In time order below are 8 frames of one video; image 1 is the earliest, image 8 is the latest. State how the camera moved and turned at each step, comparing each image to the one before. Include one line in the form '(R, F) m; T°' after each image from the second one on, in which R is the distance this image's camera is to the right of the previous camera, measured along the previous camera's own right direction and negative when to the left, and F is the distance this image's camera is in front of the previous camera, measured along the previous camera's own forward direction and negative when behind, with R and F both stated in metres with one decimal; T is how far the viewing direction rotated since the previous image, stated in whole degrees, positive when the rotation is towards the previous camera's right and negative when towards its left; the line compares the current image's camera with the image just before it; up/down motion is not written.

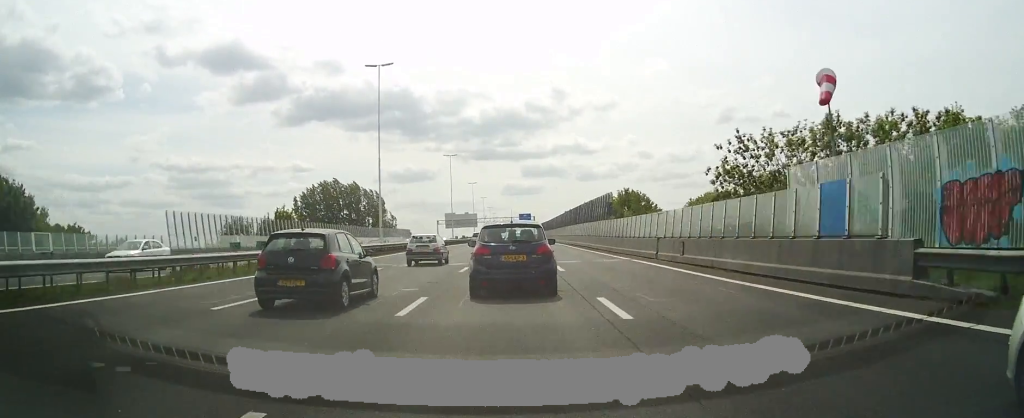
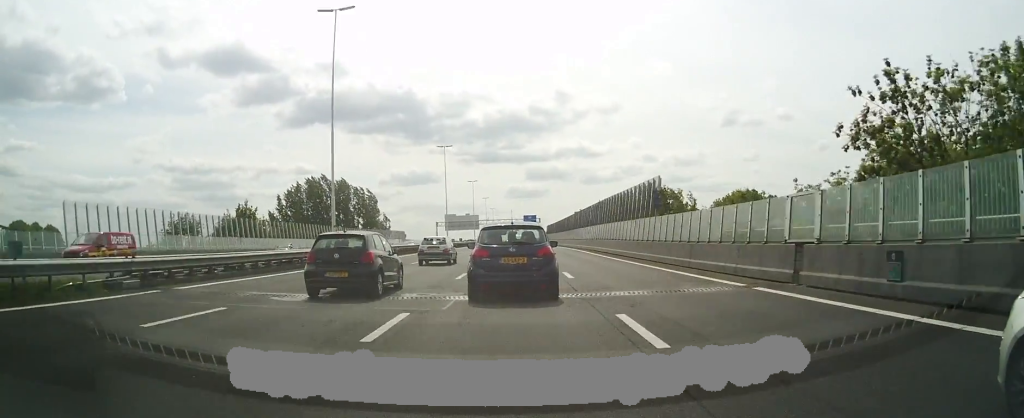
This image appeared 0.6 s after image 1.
(+0.1, +15.1) m; 0°
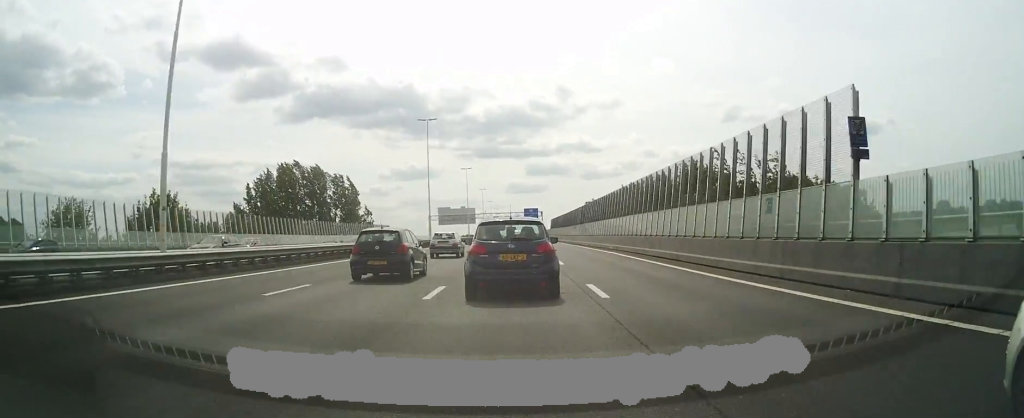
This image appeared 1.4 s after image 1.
(0.0, +19.7) m; -1°
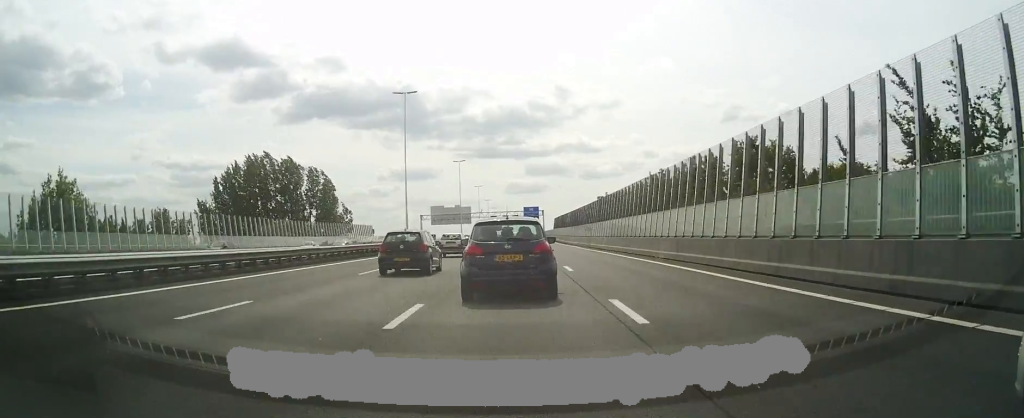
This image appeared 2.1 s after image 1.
(-0.2, +16.0) m; 0°
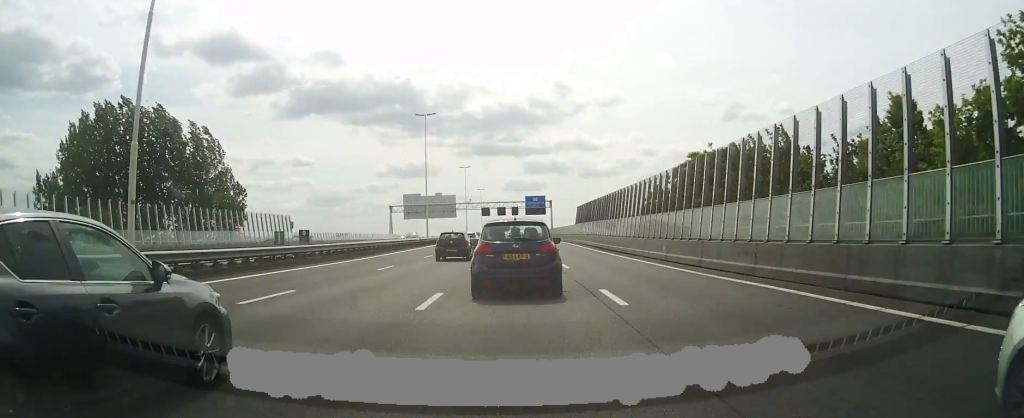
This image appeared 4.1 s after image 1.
(+0.1, +47.0) m; 0°
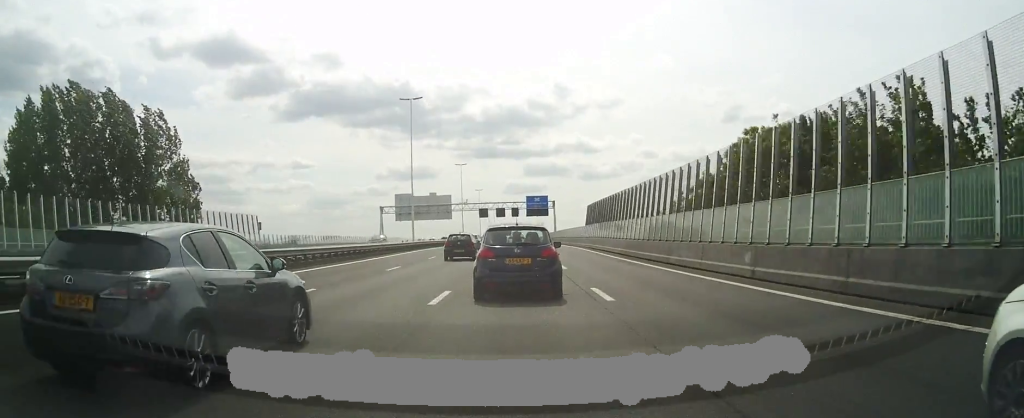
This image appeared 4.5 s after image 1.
(-0.1, +10.8) m; 0°
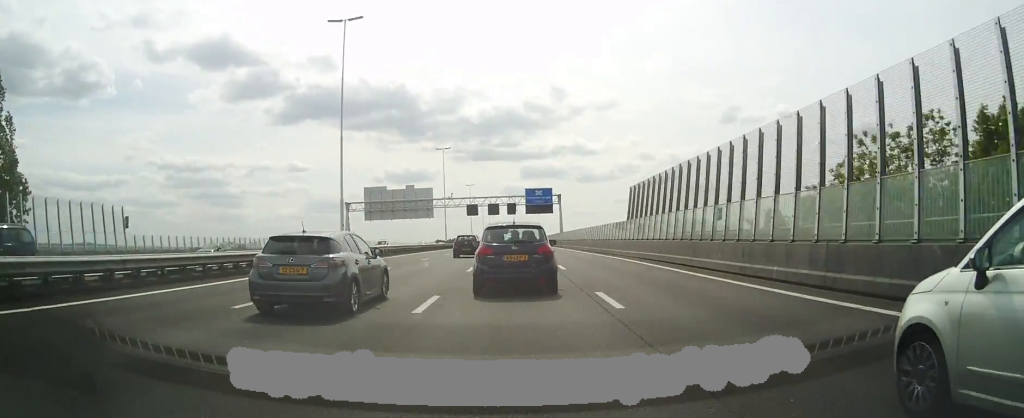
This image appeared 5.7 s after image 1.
(+0.3, +25.3) m; +1°
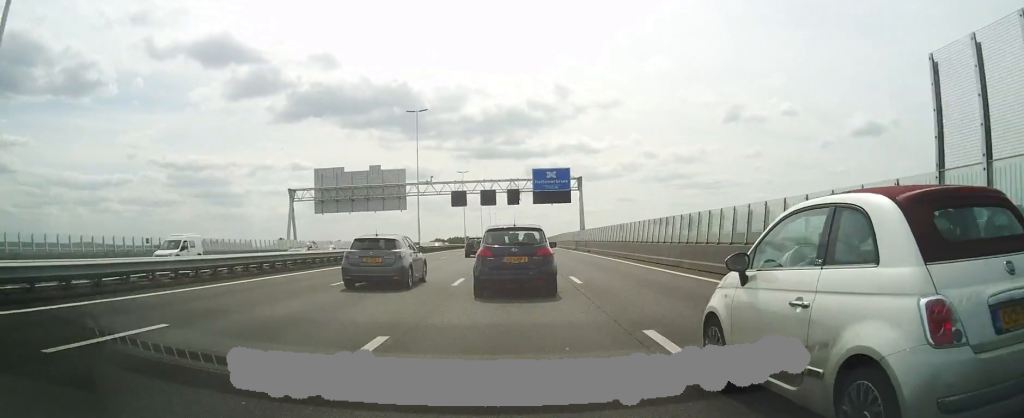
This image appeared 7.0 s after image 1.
(+0.2, +28.1) m; 0°
